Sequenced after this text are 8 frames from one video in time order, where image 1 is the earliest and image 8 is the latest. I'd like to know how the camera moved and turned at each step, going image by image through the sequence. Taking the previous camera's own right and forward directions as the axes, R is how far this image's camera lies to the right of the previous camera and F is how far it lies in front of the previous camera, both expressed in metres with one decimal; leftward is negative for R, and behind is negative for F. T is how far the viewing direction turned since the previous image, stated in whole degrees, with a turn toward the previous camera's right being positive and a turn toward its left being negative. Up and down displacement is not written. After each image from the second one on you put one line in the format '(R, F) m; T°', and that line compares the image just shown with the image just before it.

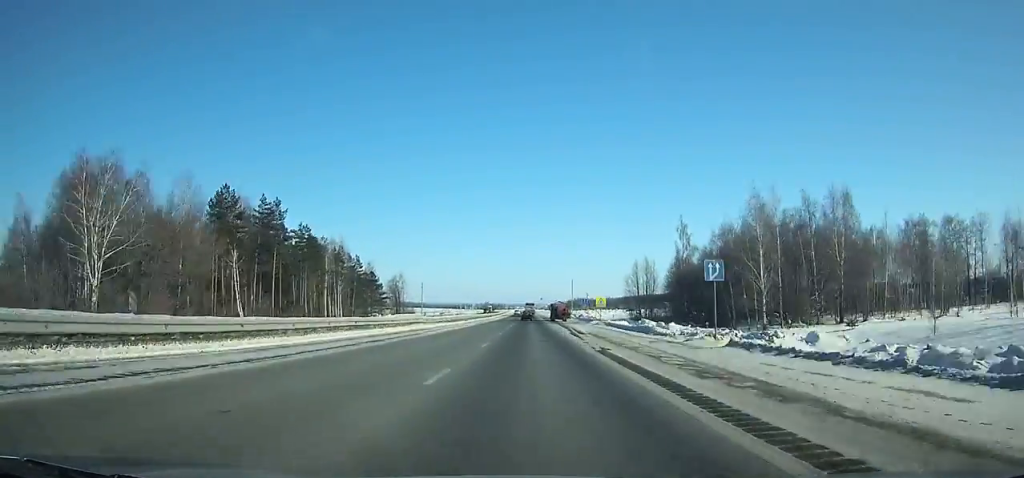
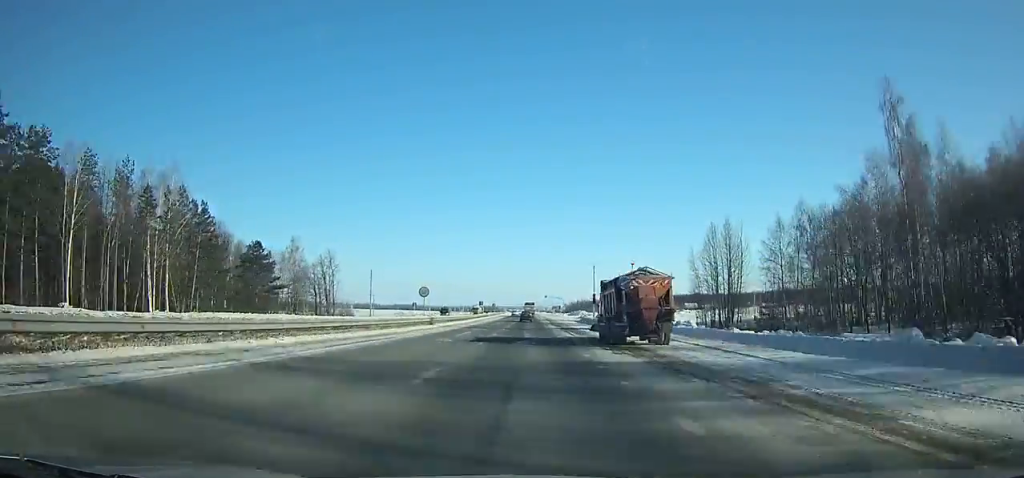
(+0.2, +70.2) m; 0°
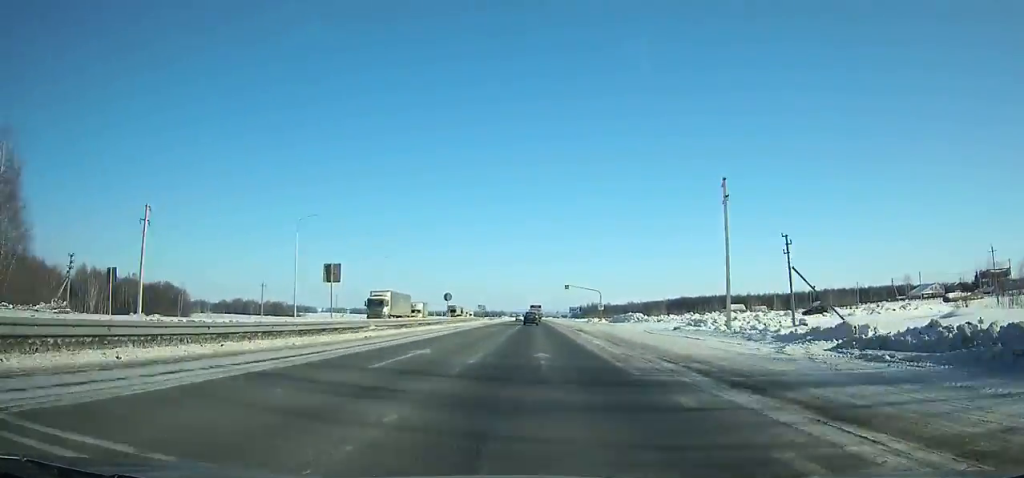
(0.0, +93.7) m; 0°
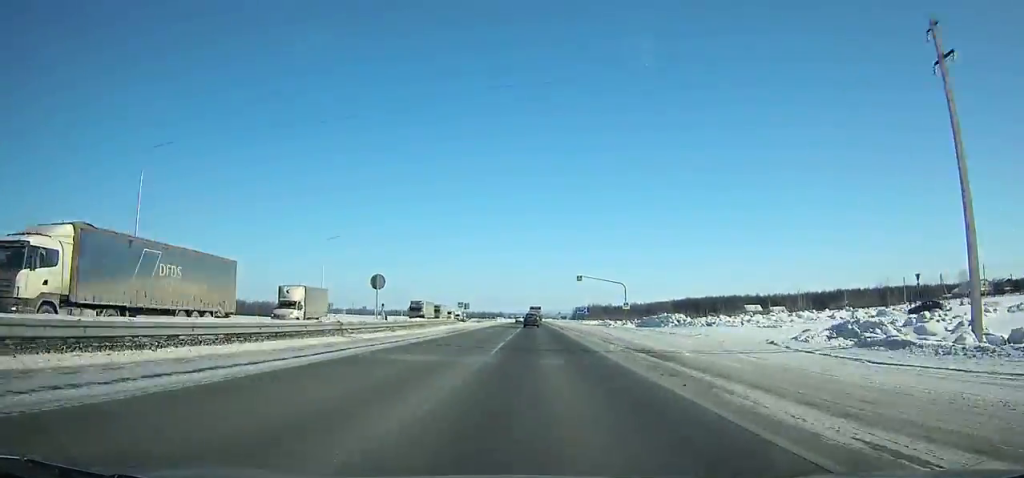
(0.0, +28.8) m; 0°
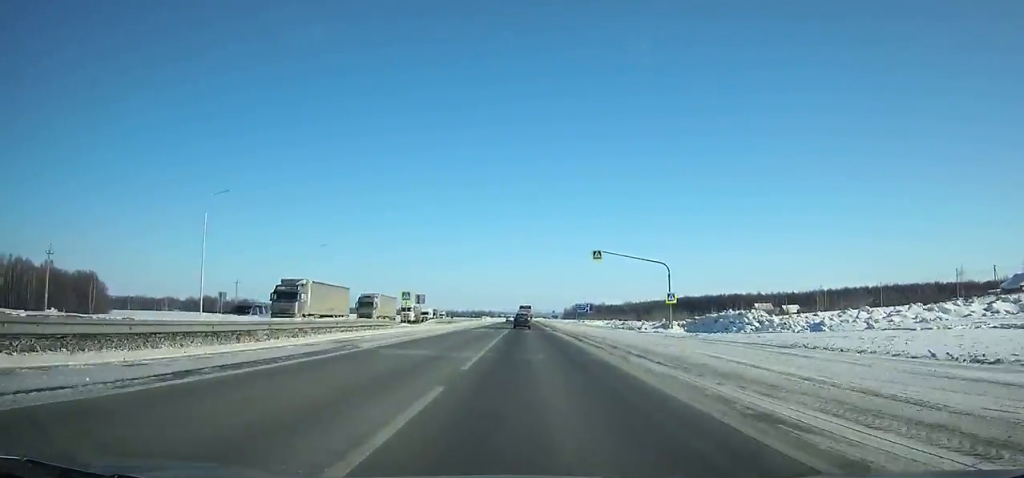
(+0.1, +28.5) m; 0°
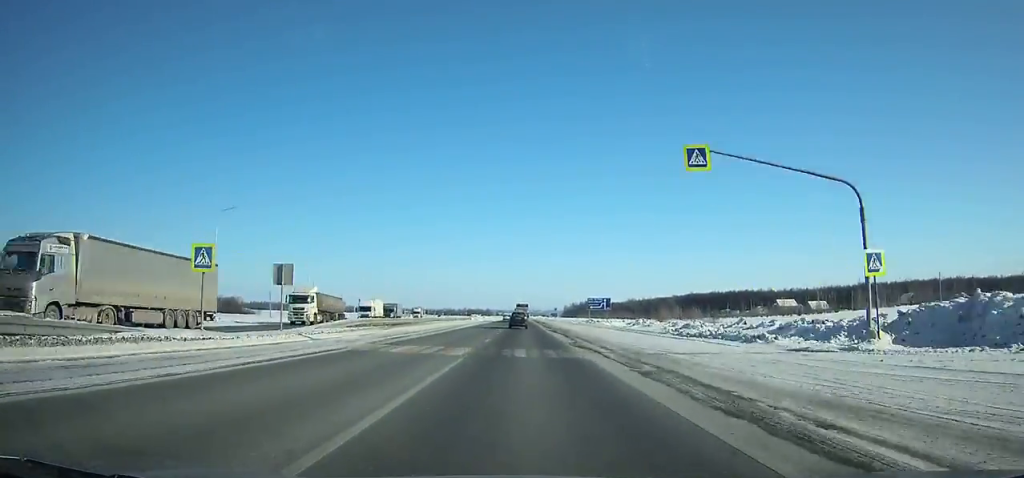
(+0.1, +30.5) m; 0°
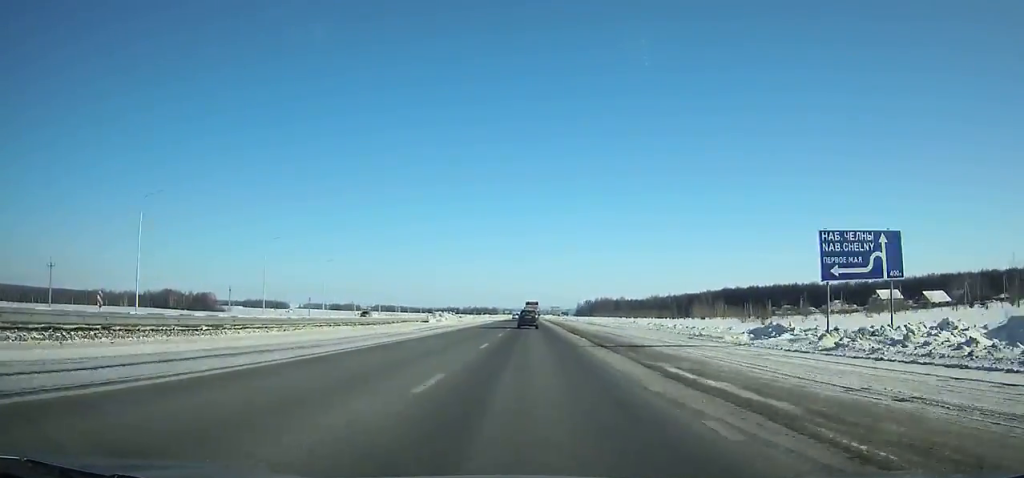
(-0.3, +78.3) m; 0°
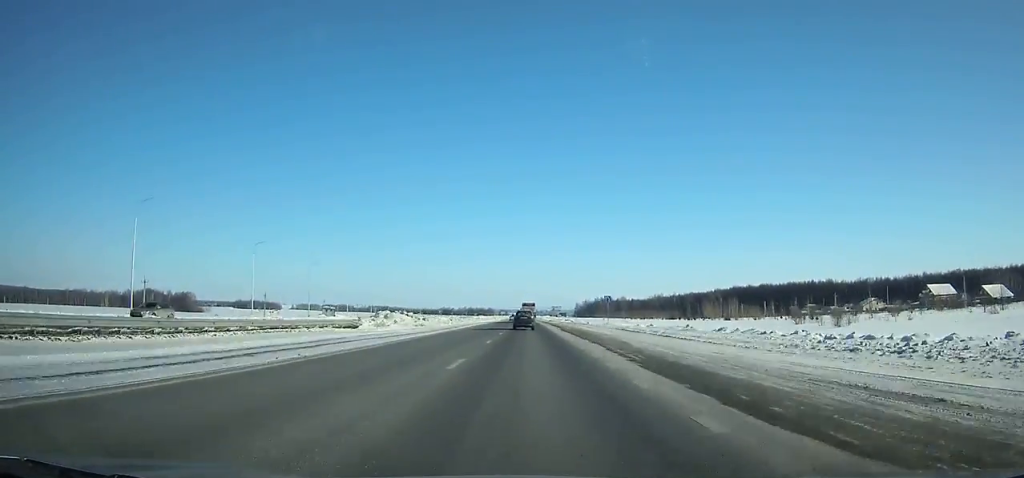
(-0.1, +31.9) m; 0°
